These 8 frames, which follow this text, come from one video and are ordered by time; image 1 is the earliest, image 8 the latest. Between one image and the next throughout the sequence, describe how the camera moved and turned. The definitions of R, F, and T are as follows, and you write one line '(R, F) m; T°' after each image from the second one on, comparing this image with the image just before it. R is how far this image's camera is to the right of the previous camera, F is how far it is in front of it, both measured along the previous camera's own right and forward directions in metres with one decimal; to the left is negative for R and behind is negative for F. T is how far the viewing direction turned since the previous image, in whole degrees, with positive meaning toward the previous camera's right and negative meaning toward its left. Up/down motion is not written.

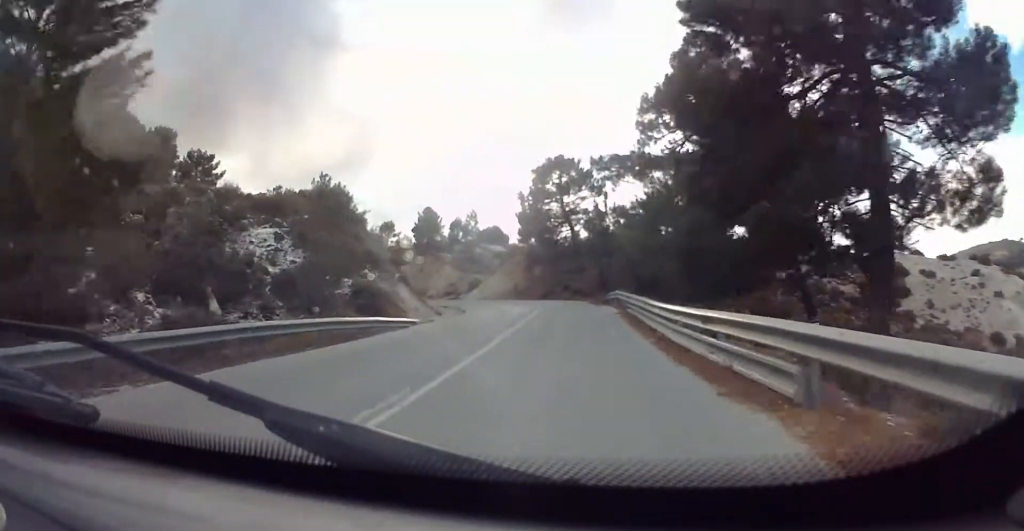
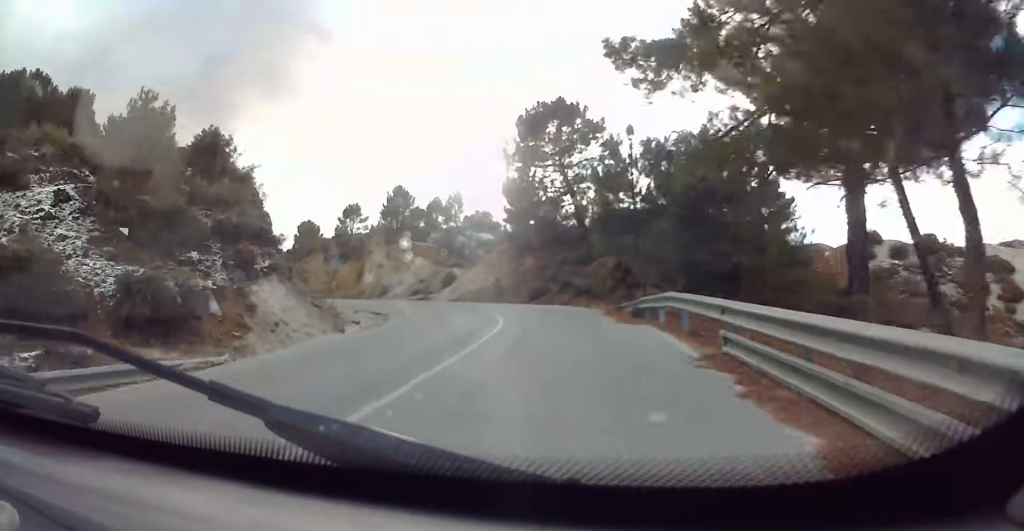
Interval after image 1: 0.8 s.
(-0.6, +16.6) m; -4°
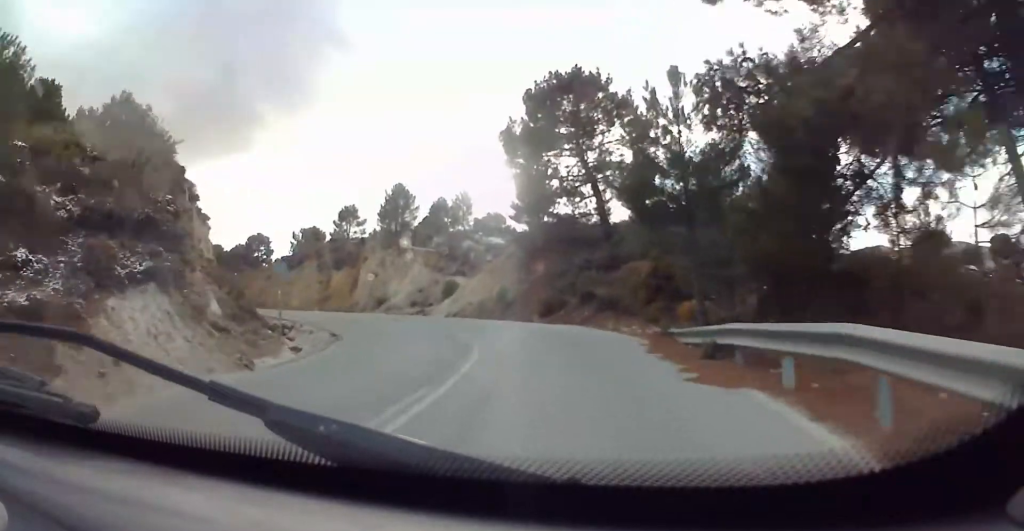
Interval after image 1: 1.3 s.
(-0.4, +8.2) m; -2°
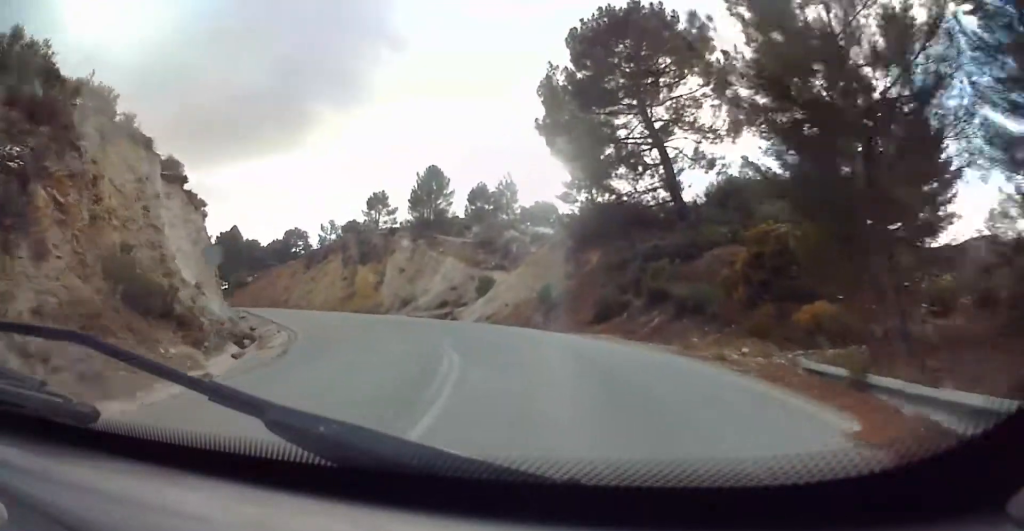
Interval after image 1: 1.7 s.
(-0.2, +8.1) m; -1°
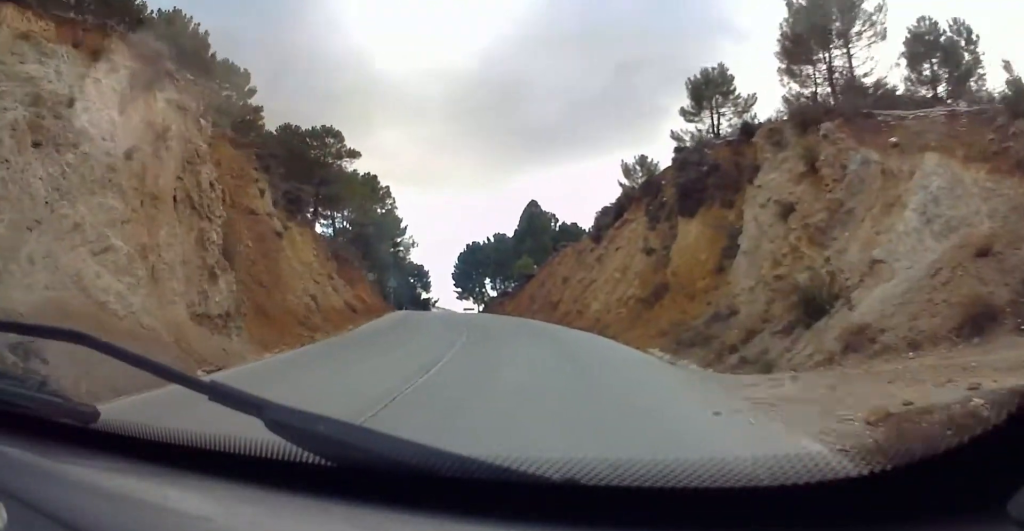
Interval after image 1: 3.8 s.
(-3.5, +31.8) m; -22°
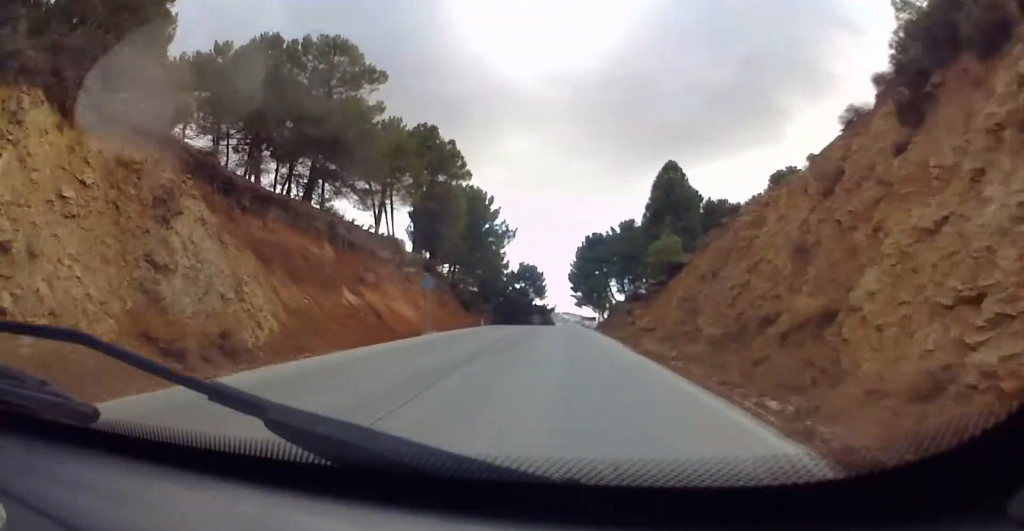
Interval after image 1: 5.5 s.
(-4.2, +24.5) m; -13°
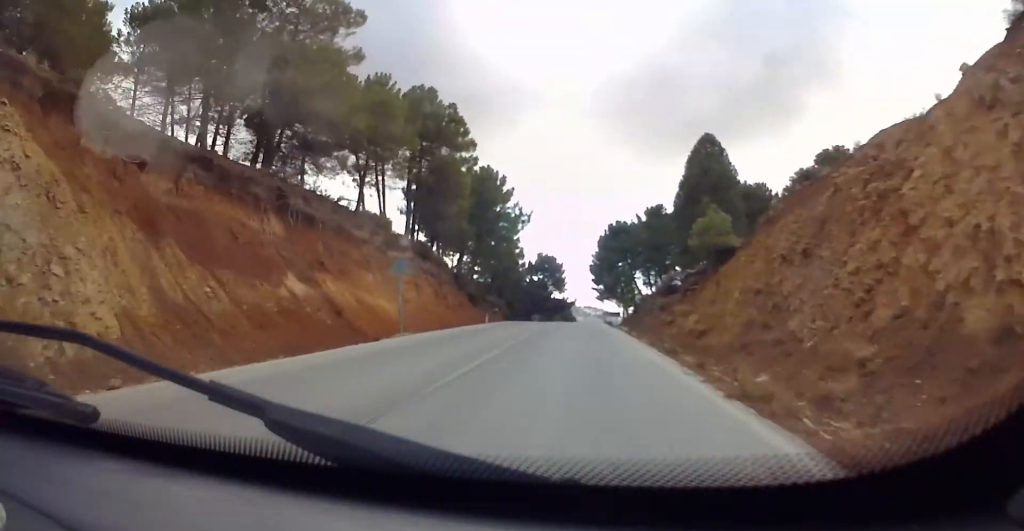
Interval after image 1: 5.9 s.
(-0.3, +7.8) m; -1°
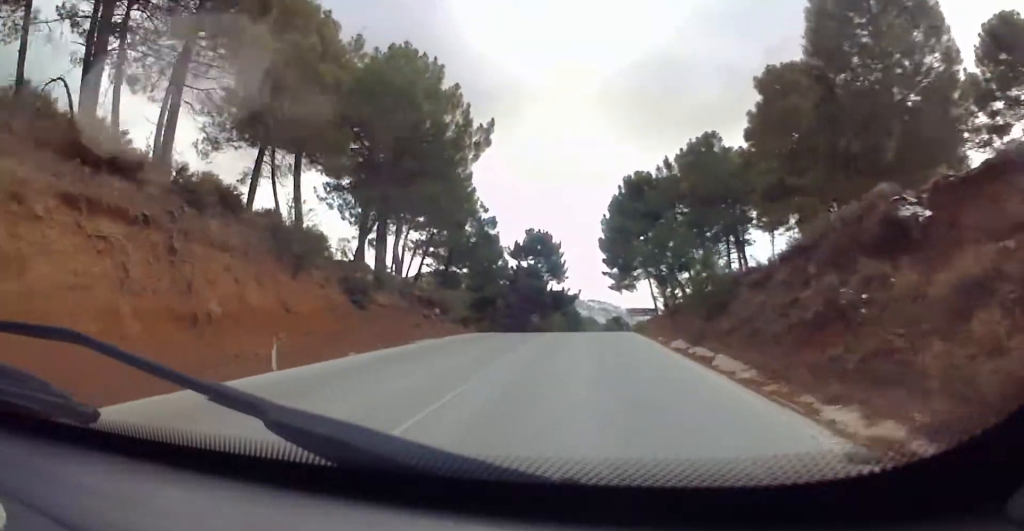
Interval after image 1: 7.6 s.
(-0.6, +29.4) m; 0°
